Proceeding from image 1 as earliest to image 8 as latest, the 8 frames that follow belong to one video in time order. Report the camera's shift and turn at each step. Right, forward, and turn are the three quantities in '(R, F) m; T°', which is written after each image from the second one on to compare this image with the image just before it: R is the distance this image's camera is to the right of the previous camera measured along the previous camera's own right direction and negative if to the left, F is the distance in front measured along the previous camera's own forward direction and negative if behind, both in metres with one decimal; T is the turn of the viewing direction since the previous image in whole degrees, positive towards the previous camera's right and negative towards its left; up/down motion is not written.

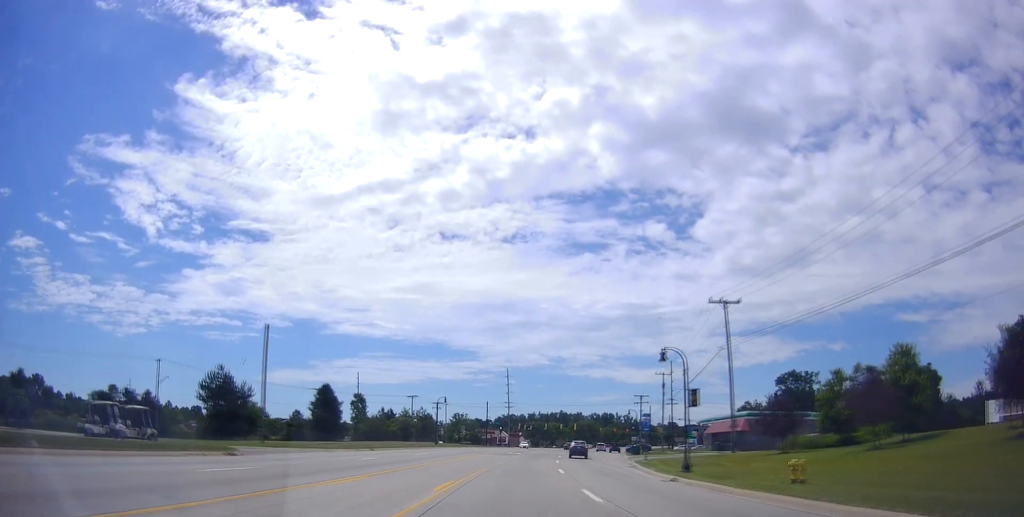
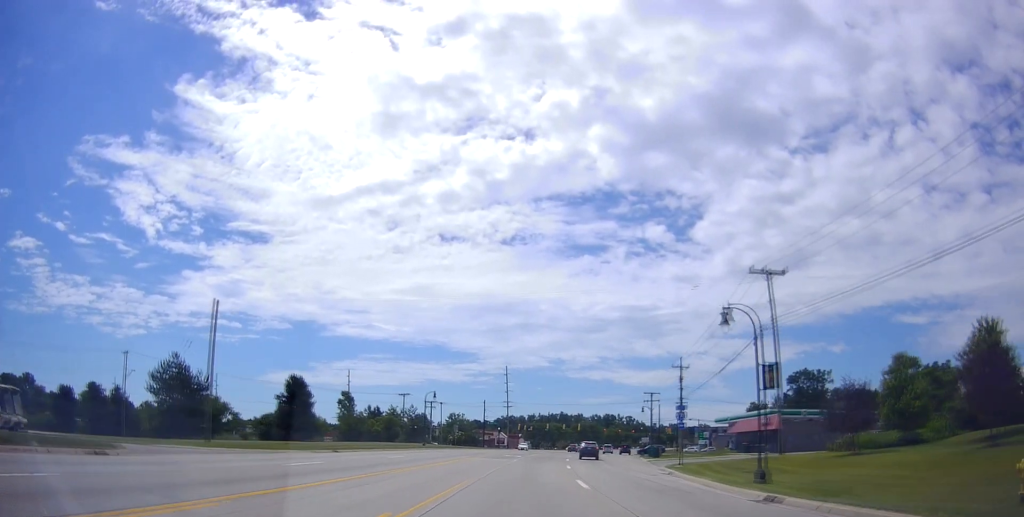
(+0.1, +10.2) m; +1°
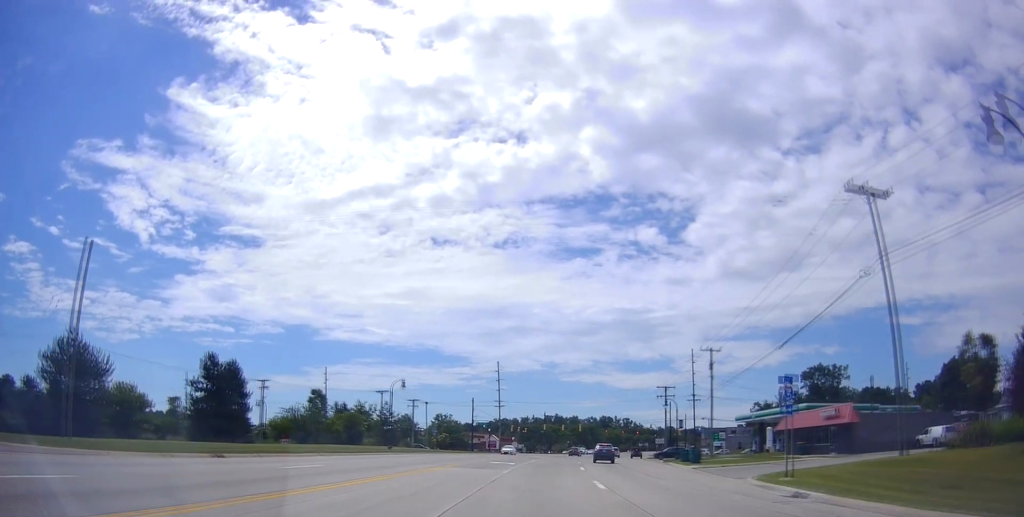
(0.0, +15.9) m; 0°
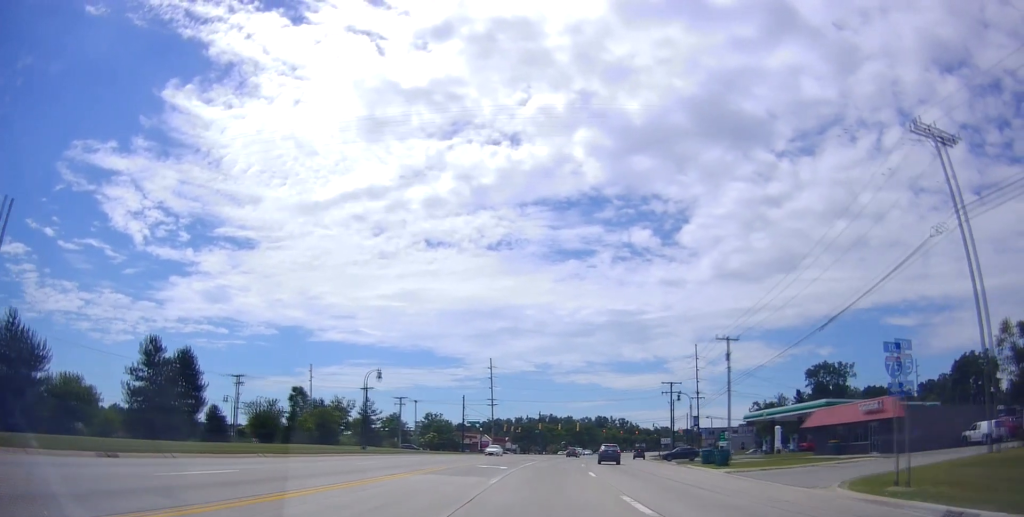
(0.0, +7.5) m; 0°
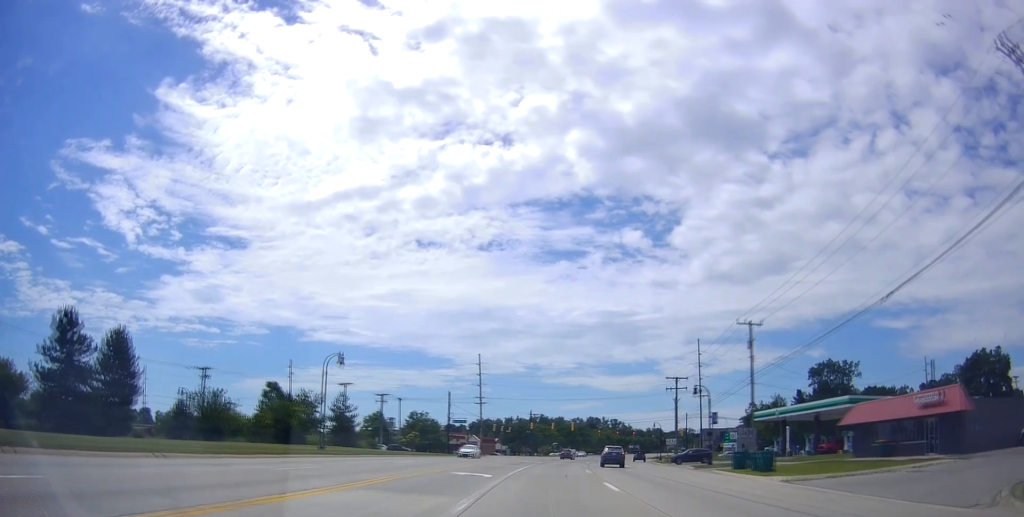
(-0.1, +8.6) m; +1°
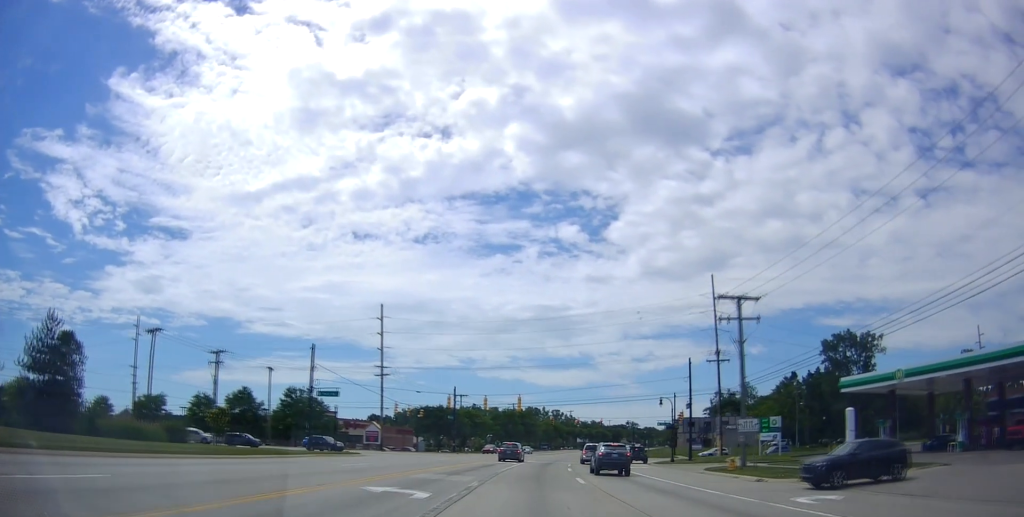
(+2.8, +46.7) m; +6°
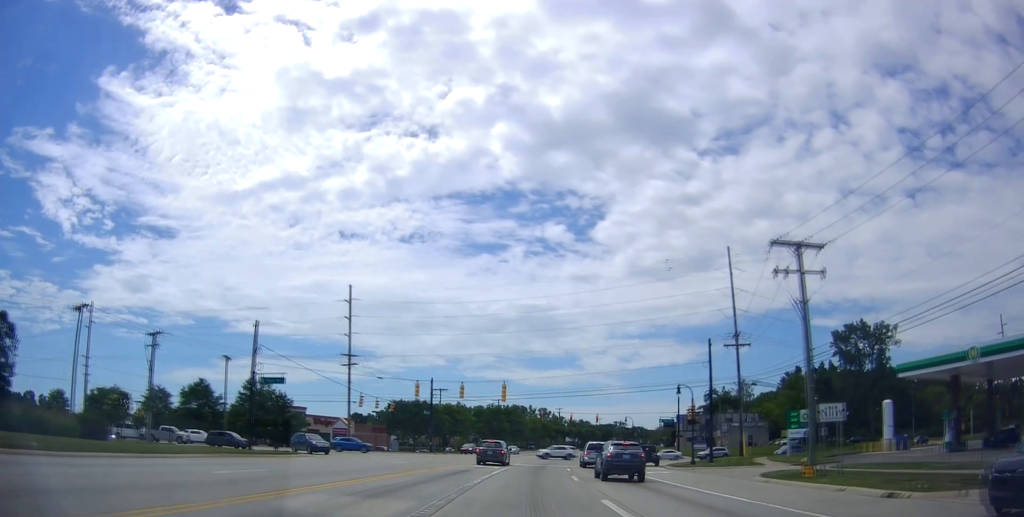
(+0.3, +13.3) m; 0°
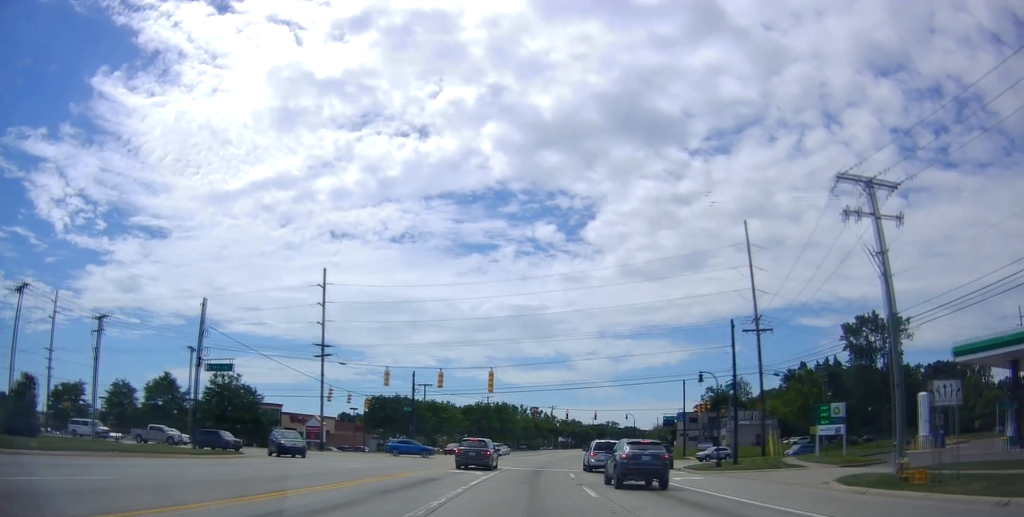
(-0.1, +9.7) m; 0°
